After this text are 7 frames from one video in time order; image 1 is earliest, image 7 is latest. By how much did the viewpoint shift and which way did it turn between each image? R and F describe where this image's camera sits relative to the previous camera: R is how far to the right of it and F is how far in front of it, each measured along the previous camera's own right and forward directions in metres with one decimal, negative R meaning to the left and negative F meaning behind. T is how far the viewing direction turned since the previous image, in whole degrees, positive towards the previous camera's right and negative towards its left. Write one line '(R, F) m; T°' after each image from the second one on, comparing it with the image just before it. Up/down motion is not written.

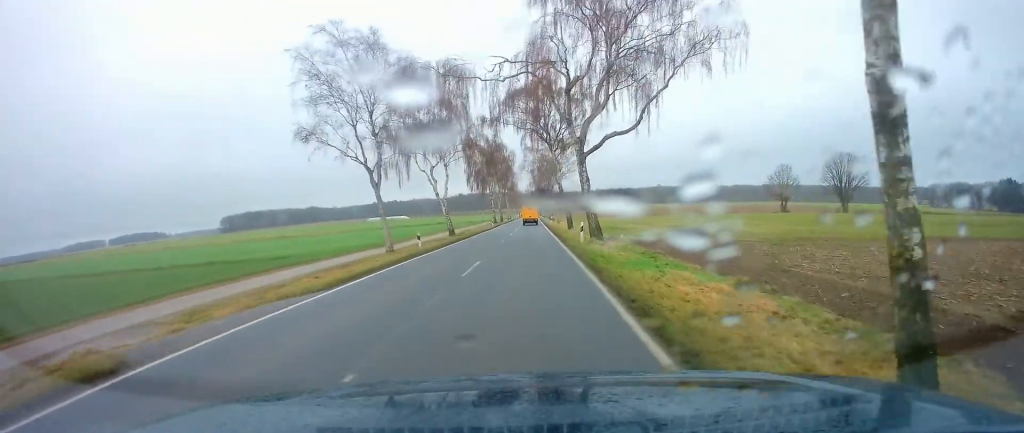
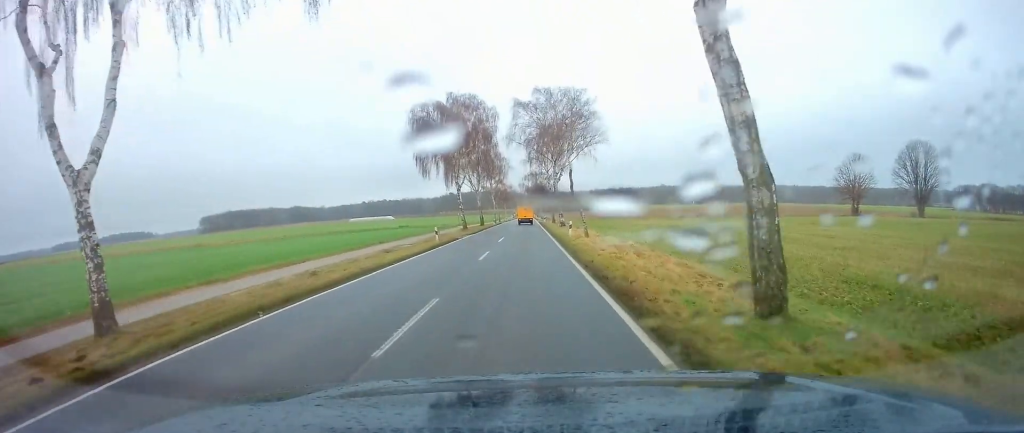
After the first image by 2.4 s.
(+0.8, +42.2) m; +1°
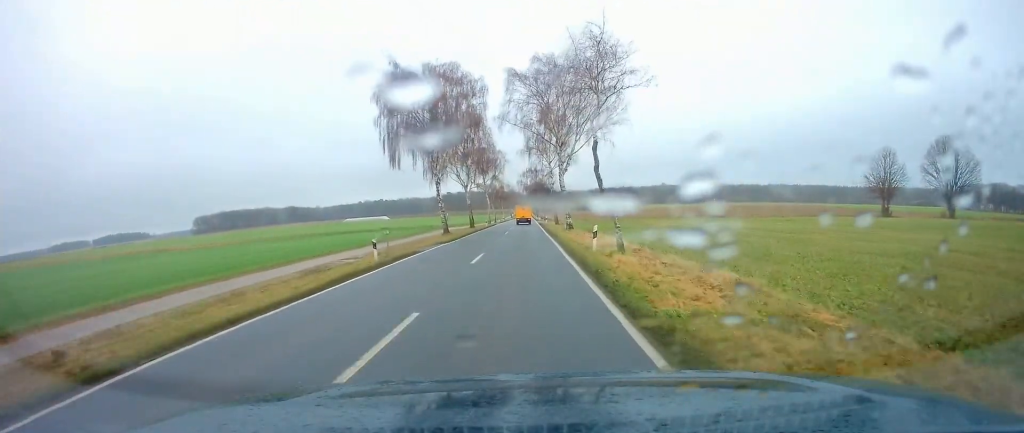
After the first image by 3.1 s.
(+0.1, +12.9) m; +1°
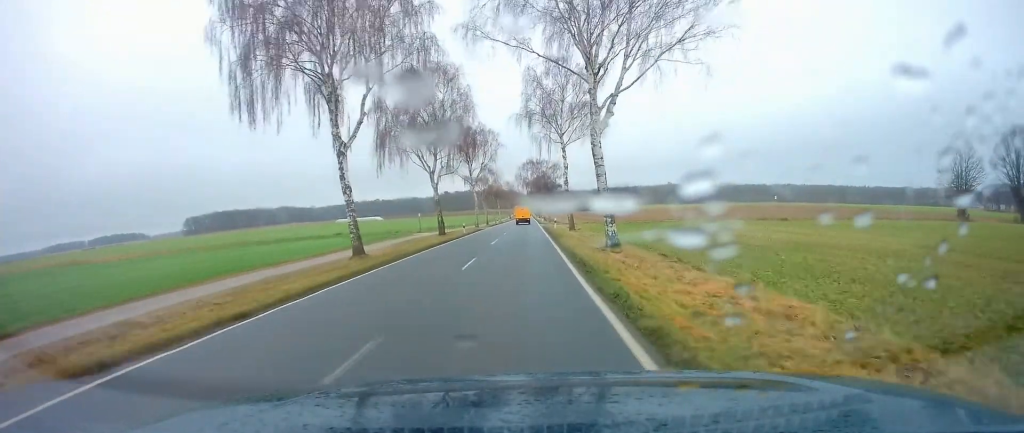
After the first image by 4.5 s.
(-0.1, +25.2) m; -1°
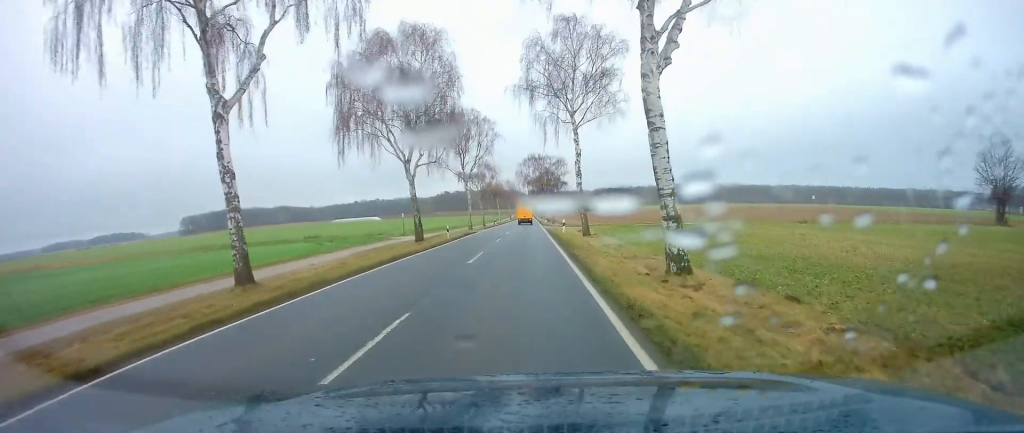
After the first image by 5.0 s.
(-0.2, +10.2) m; 0°
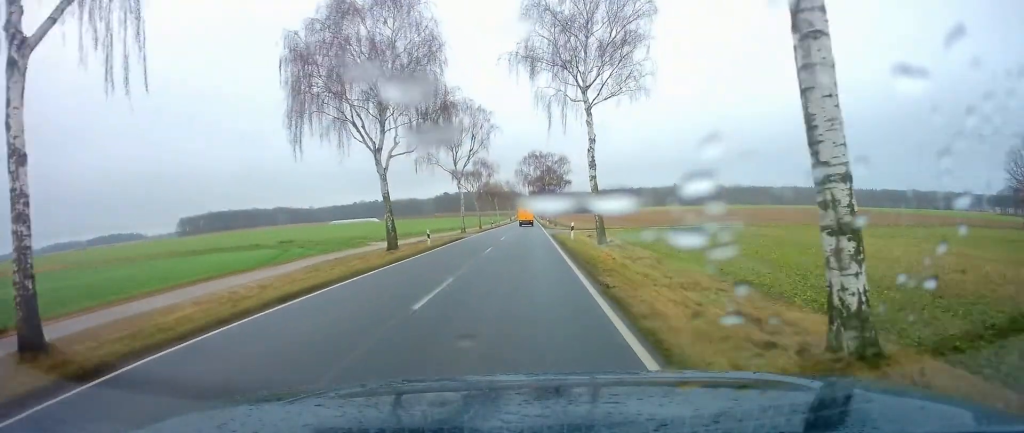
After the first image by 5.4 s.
(0.0, +7.4) m; 0°
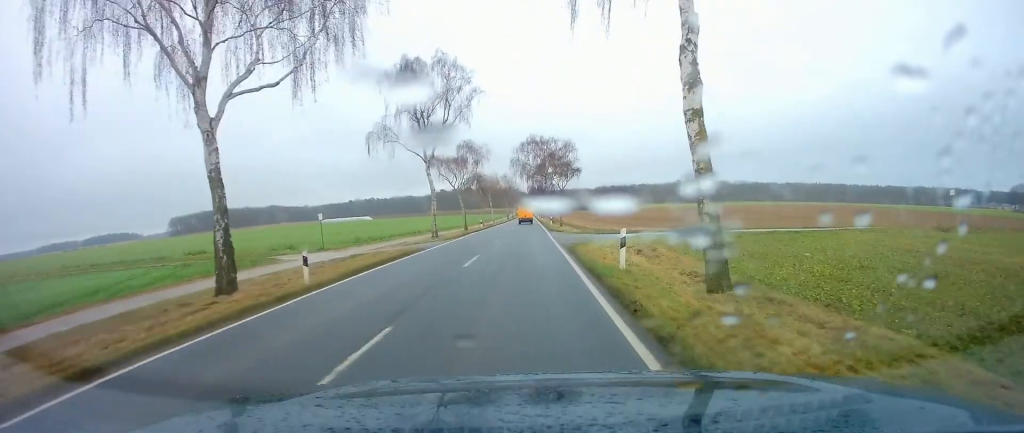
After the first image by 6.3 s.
(+0.2, +17.1) m; -1°
